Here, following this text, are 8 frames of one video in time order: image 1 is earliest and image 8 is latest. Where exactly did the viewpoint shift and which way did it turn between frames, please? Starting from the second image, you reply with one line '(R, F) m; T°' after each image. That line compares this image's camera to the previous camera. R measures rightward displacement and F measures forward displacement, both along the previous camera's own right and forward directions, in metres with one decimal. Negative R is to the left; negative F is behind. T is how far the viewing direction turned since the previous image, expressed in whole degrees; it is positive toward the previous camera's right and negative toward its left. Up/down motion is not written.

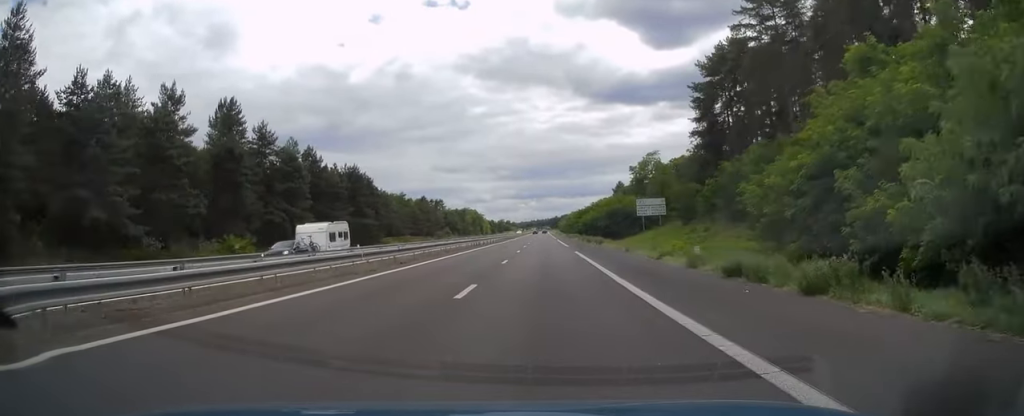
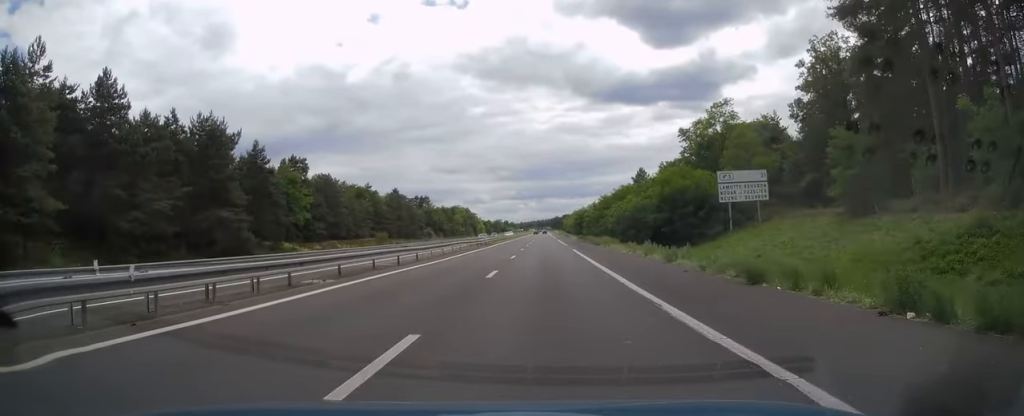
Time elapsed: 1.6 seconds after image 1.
(+0.1, +47.2) m; +1°
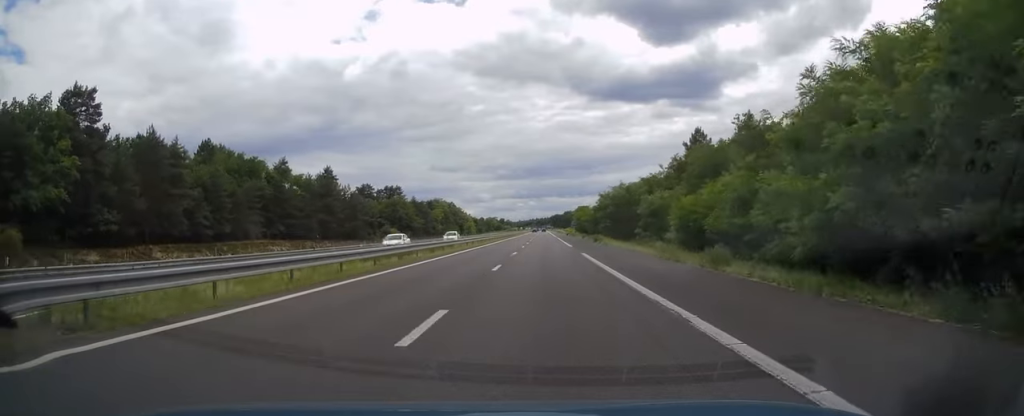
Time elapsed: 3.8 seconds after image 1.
(-0.2, +64.0) m; 0°
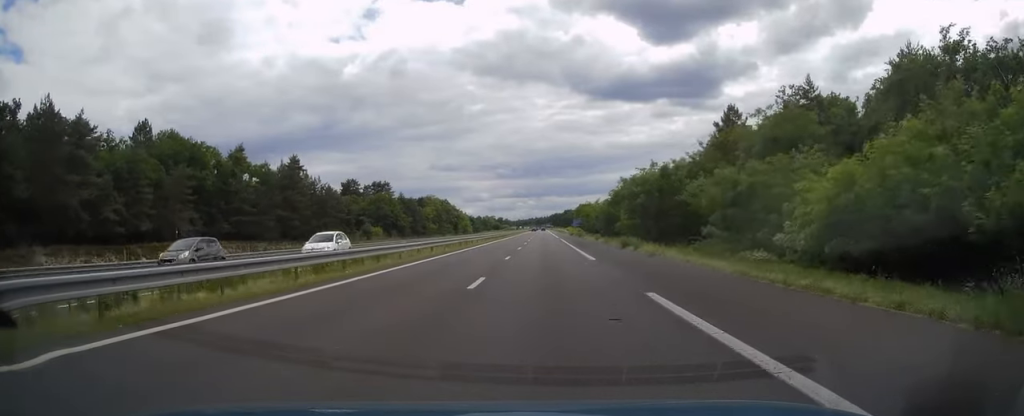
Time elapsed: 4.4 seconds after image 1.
(+0.1, +19.6) m; 0°
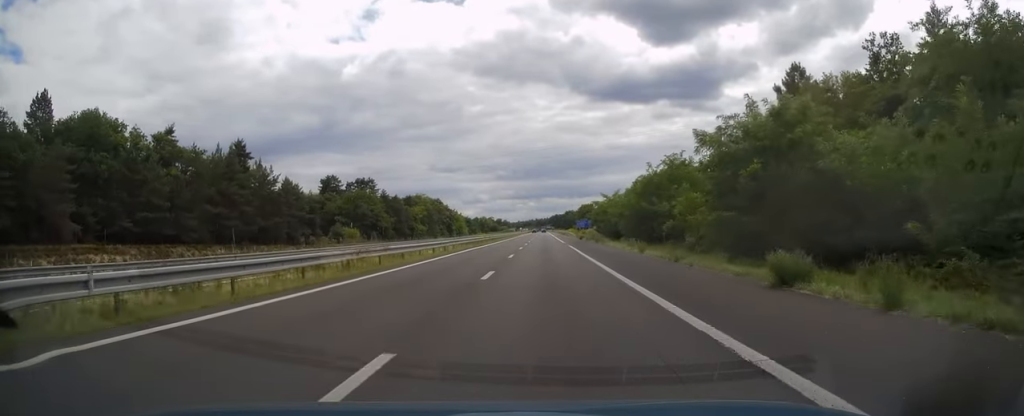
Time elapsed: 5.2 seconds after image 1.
(0.0, +23.5) m; 0°
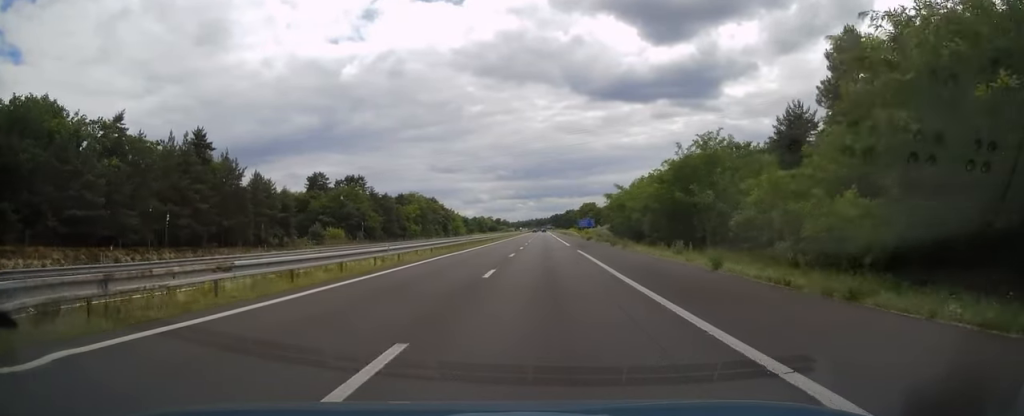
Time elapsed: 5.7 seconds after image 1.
(0.0, +12.7) m; 0°
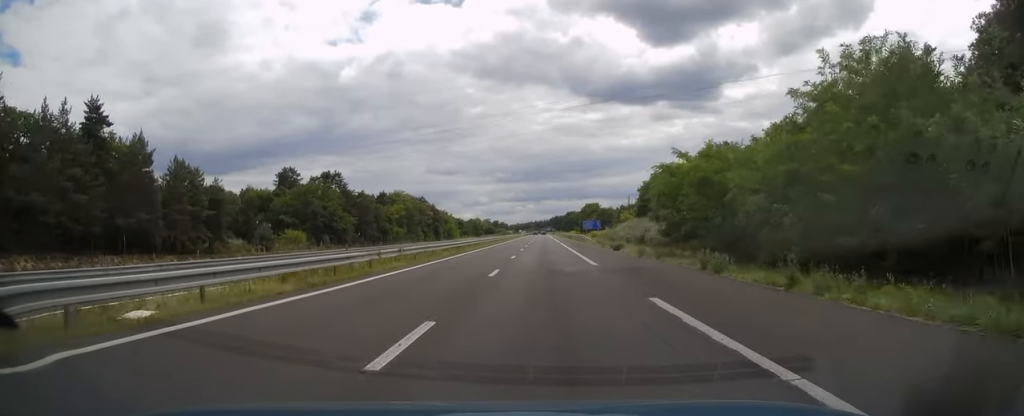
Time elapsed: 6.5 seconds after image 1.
(-0.1, +24.6) m; 0°
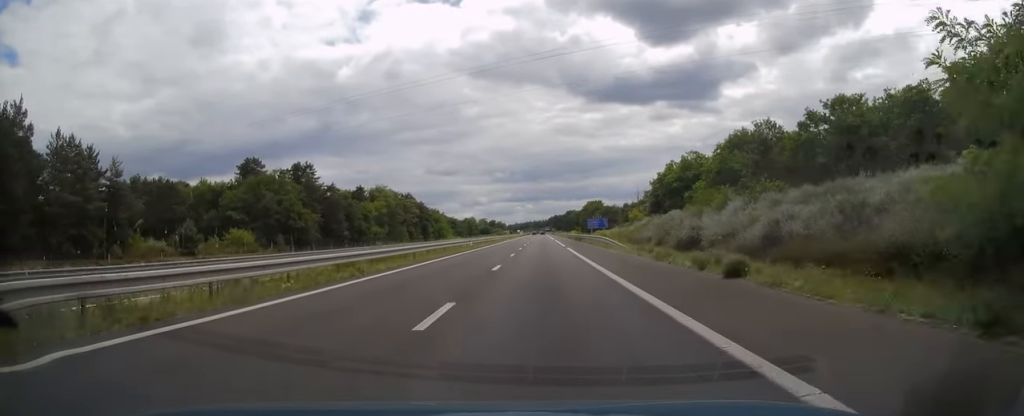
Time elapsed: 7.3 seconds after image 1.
(+0.1, +23.6) m; 0°
